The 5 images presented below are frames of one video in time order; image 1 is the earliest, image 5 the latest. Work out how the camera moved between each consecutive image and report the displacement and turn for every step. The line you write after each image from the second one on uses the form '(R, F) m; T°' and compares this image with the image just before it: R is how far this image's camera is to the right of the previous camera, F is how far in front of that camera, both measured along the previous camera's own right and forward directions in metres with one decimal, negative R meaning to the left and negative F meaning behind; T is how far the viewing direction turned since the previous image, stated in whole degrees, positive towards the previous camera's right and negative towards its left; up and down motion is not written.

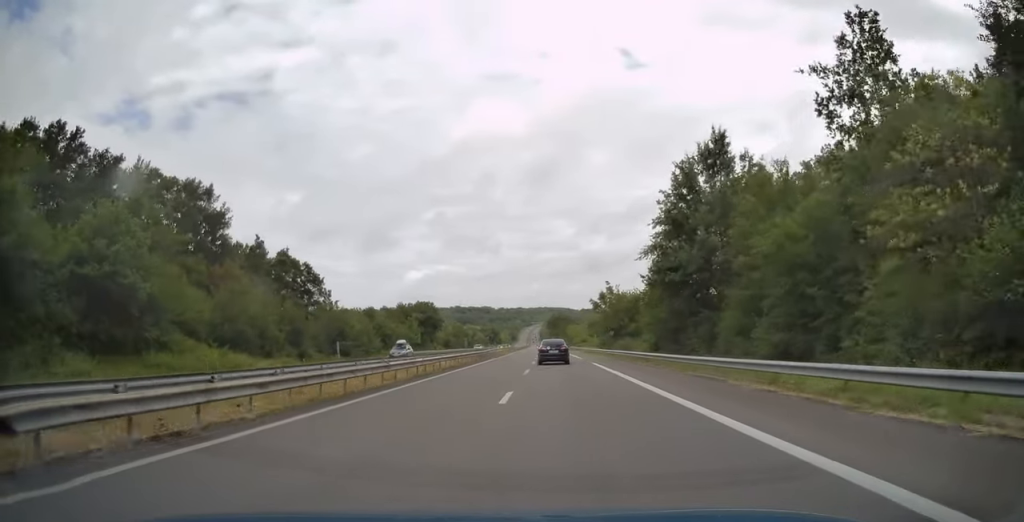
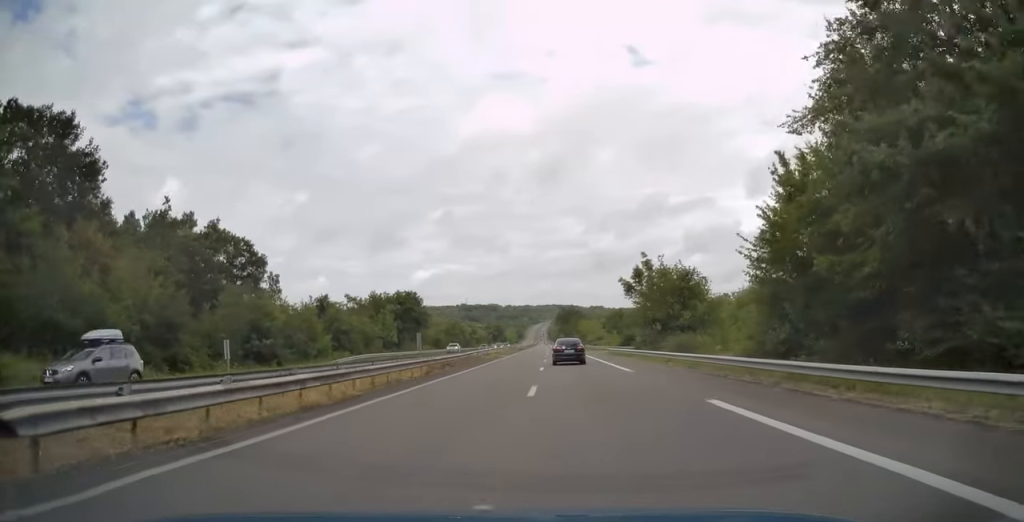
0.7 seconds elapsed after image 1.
(-0.1, +24.3) m; 0°
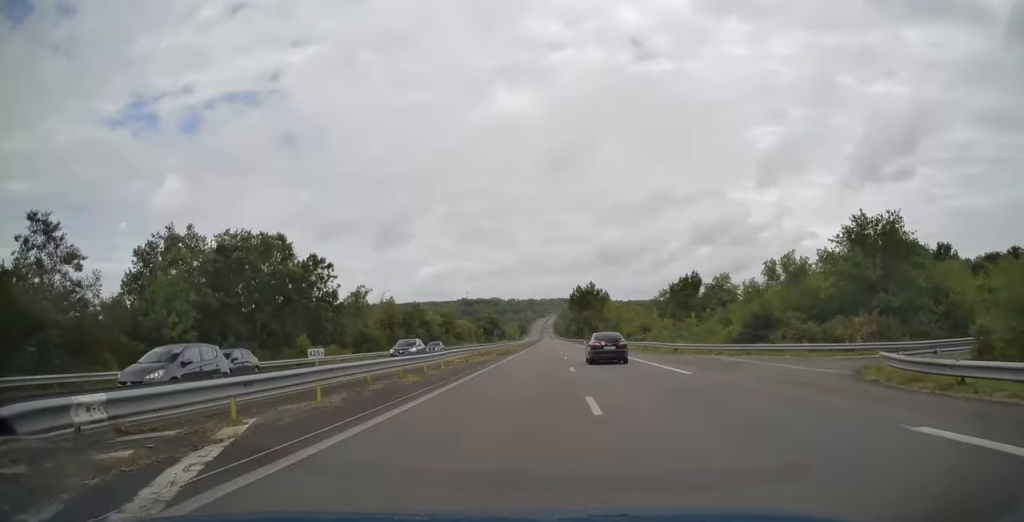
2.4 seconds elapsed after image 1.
(-0.3, +56.9) m; 0°
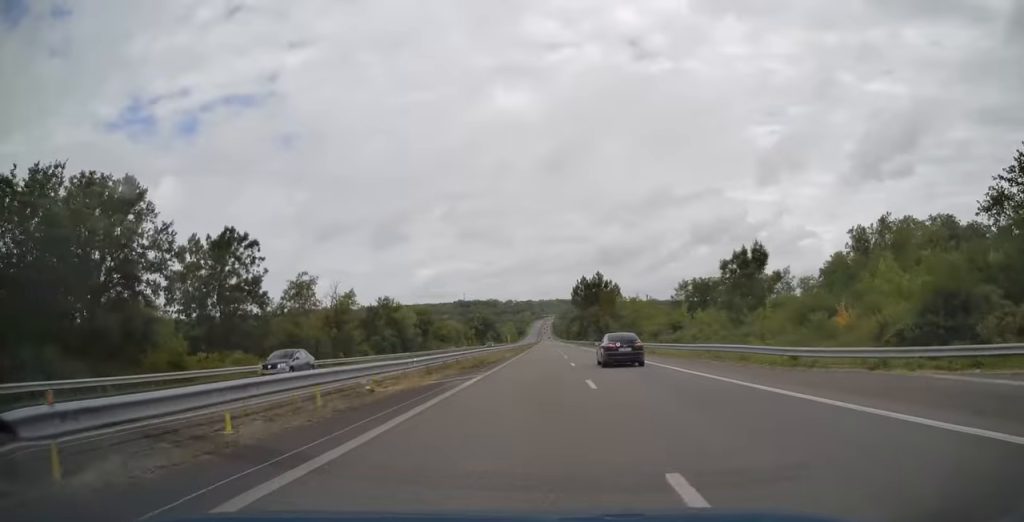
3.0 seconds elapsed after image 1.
(0.0, +20.7) m; 0°
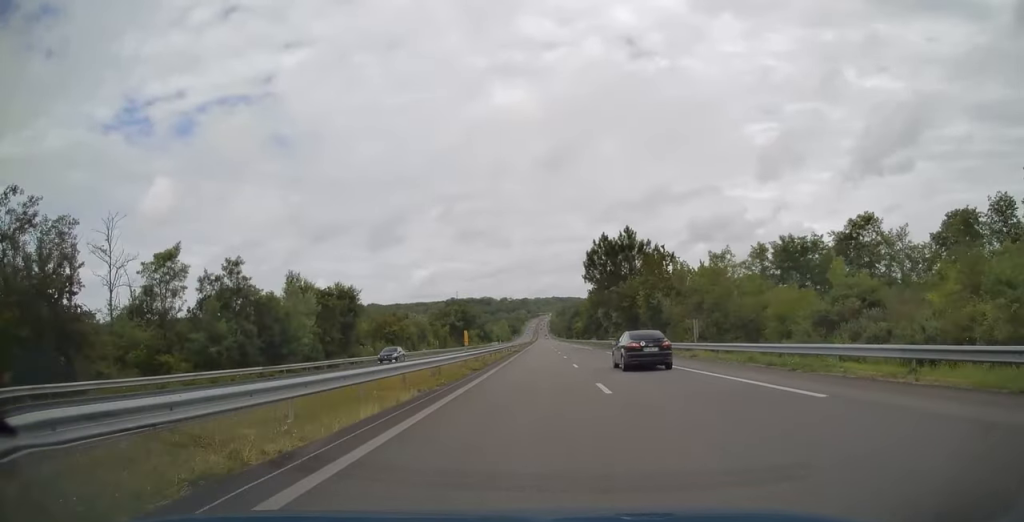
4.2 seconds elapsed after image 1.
(+0.1, +41.3) m; 0°
